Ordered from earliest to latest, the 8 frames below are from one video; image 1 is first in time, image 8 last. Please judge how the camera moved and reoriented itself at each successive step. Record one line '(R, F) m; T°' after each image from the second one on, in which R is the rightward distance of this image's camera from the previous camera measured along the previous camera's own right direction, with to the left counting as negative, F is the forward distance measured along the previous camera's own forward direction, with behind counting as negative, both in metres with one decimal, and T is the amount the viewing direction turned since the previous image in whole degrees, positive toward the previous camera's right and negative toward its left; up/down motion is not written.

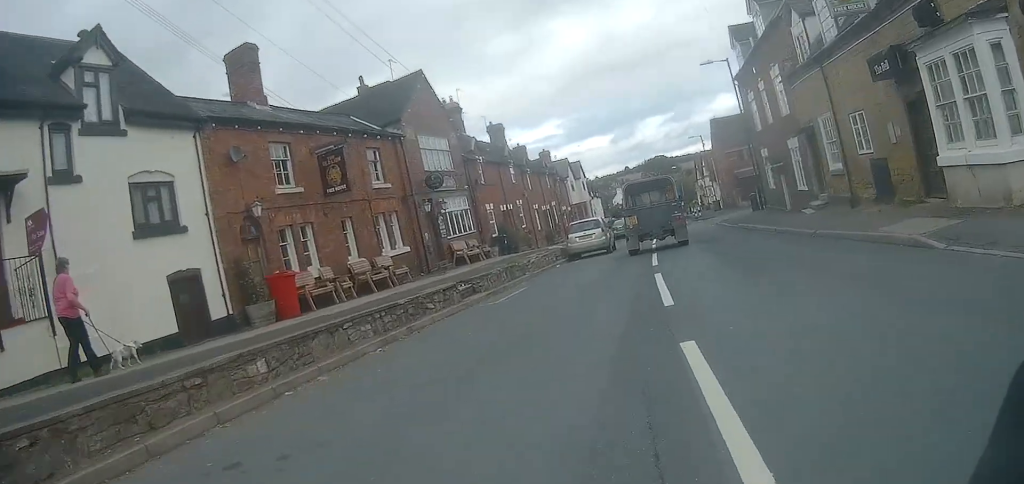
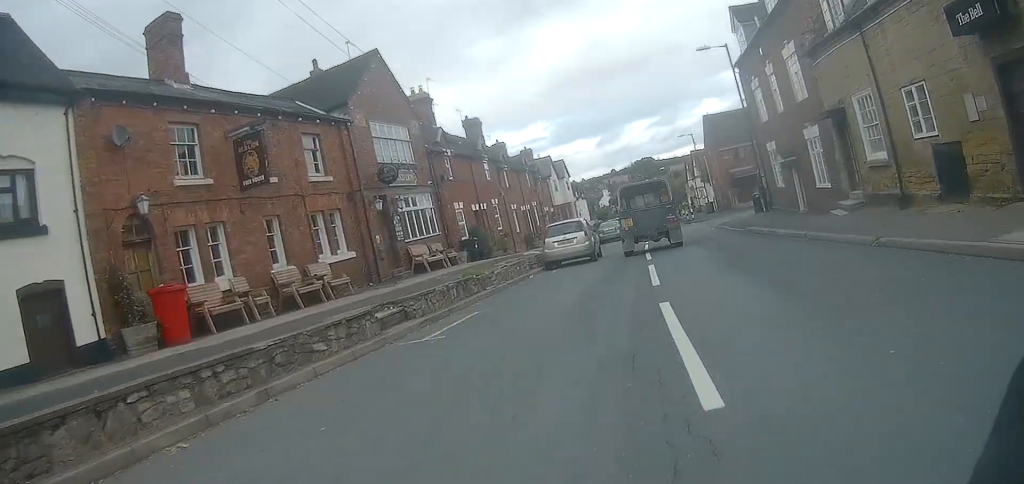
(0.0, +3.9) m; +1°
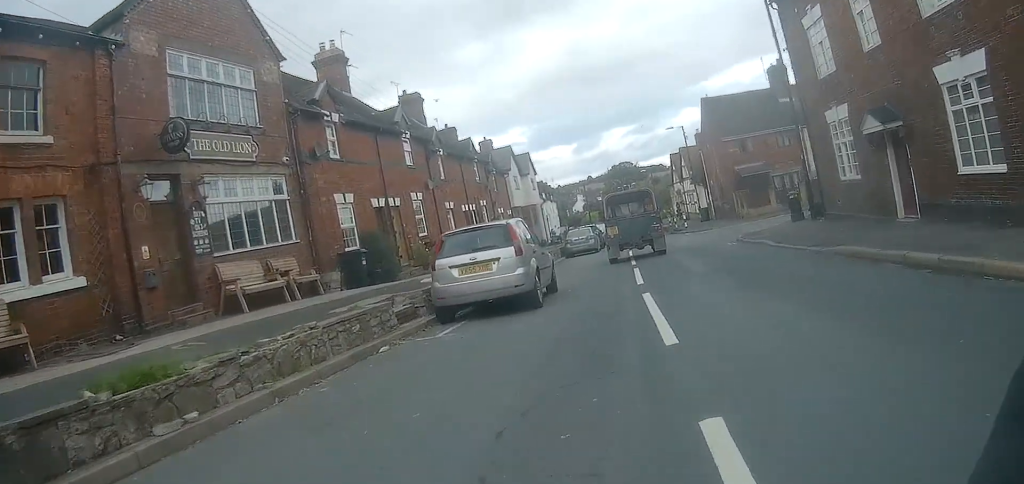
(+0.2, +10.2) m; +1°
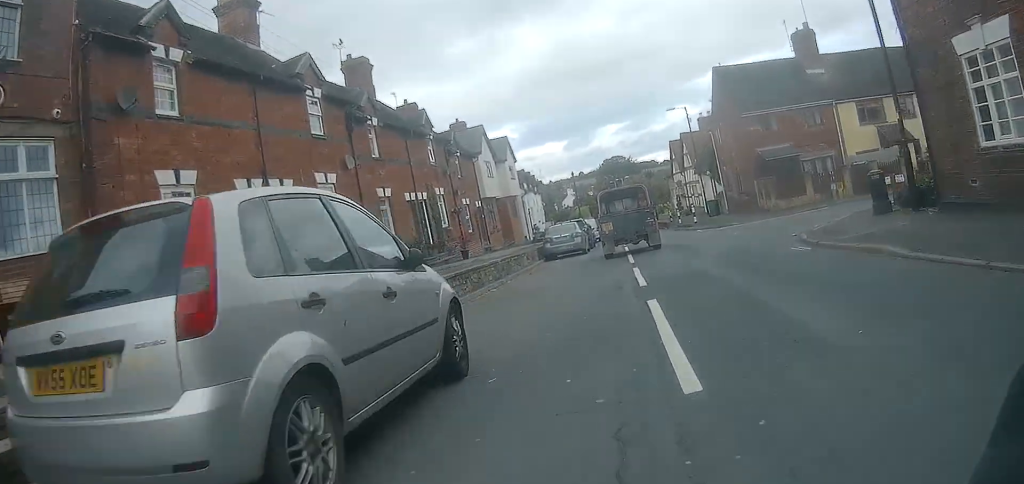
(0.0, +7.4) m; +1°
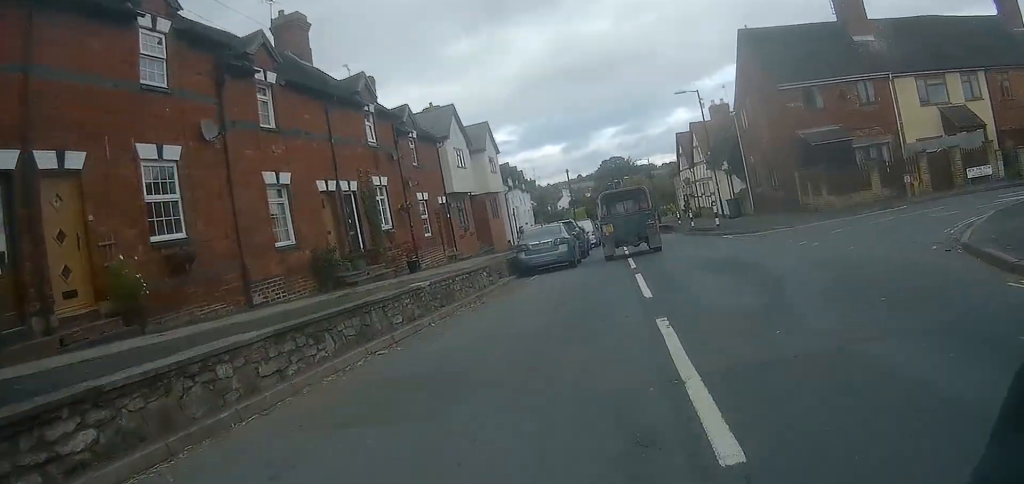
(+0.2, +7.0) m; +1°
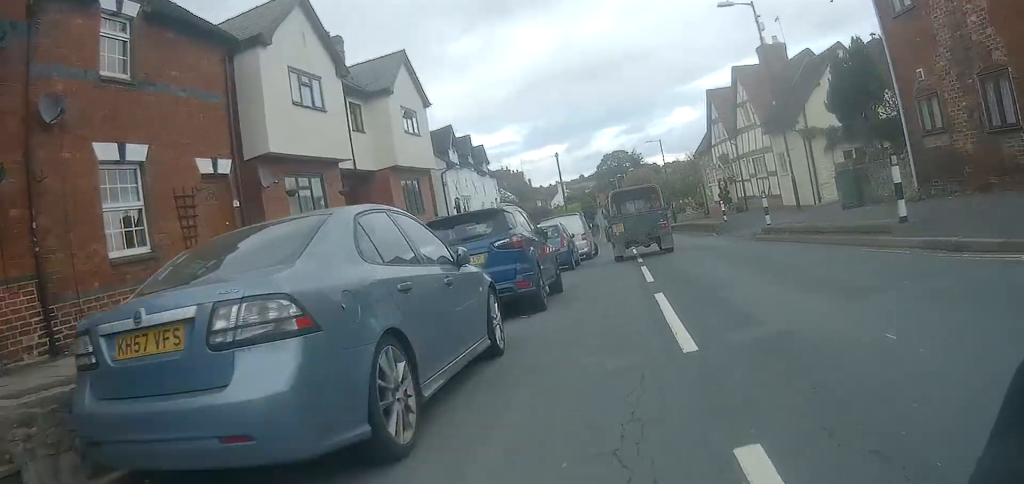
(+0.1, +16.0) m; -1°
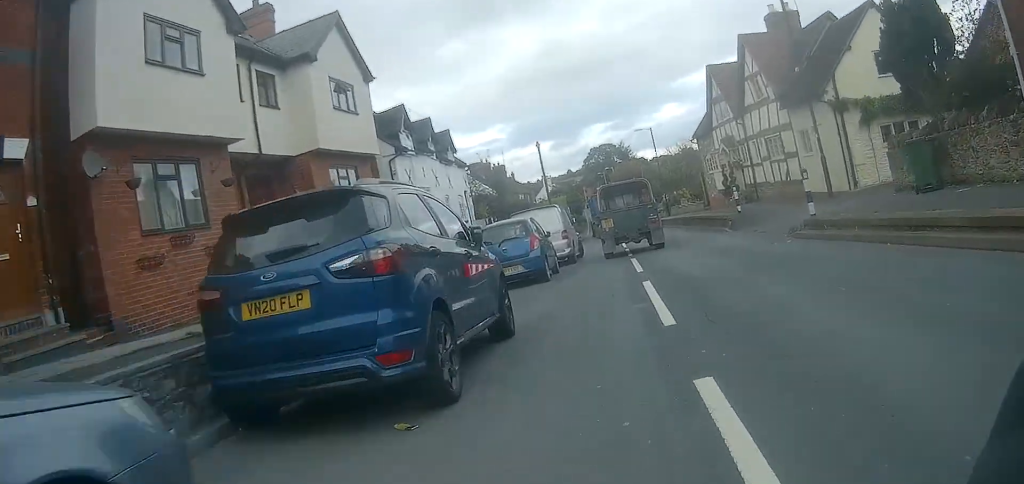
(+0.1, +4.8) m; -1°
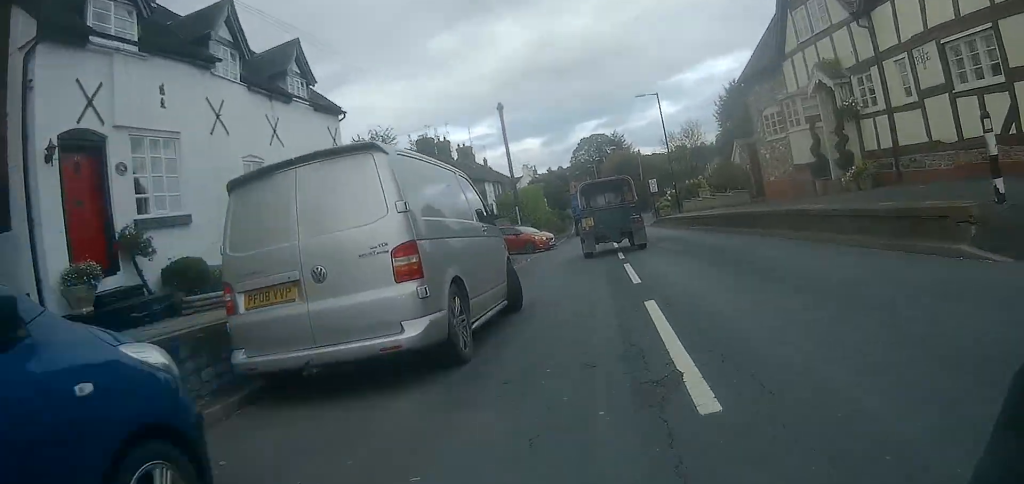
(-0.4, +14.7) m; -1°
